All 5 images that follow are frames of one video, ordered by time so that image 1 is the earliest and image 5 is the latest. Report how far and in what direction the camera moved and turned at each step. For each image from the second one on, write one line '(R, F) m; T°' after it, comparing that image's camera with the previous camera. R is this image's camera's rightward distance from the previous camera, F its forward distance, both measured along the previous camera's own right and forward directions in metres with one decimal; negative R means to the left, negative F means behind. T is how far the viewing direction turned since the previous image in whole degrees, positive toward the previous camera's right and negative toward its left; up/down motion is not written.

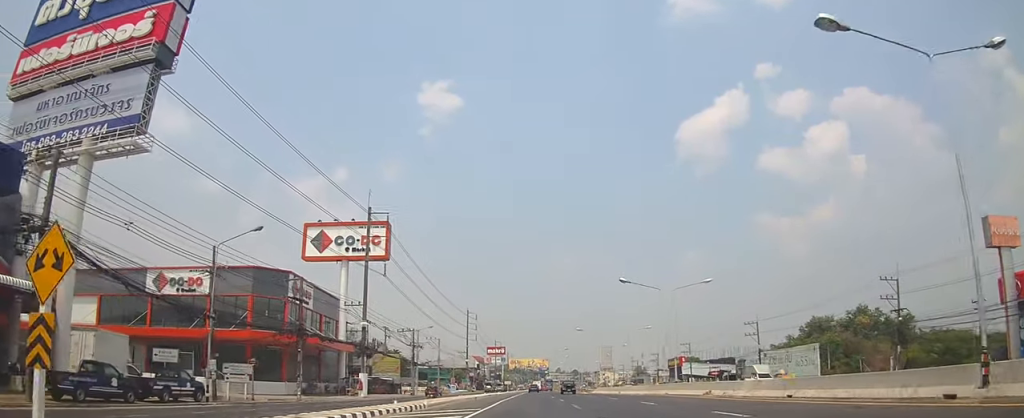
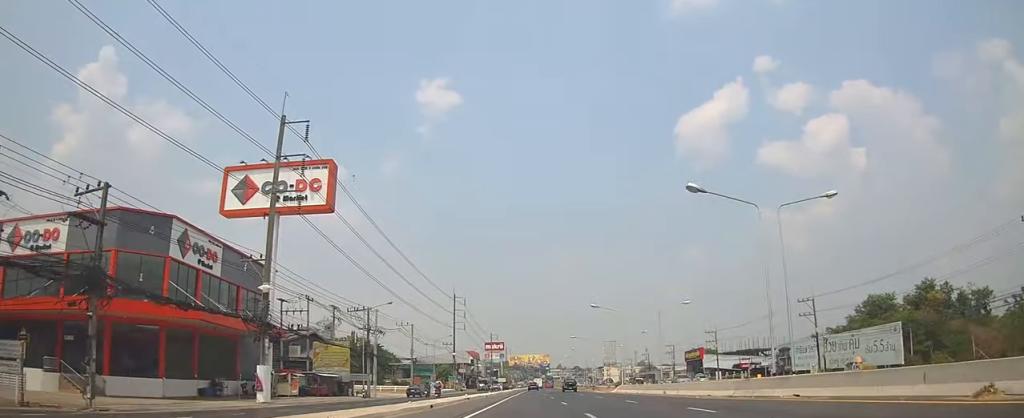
(0.0, +22.1) m; +2°
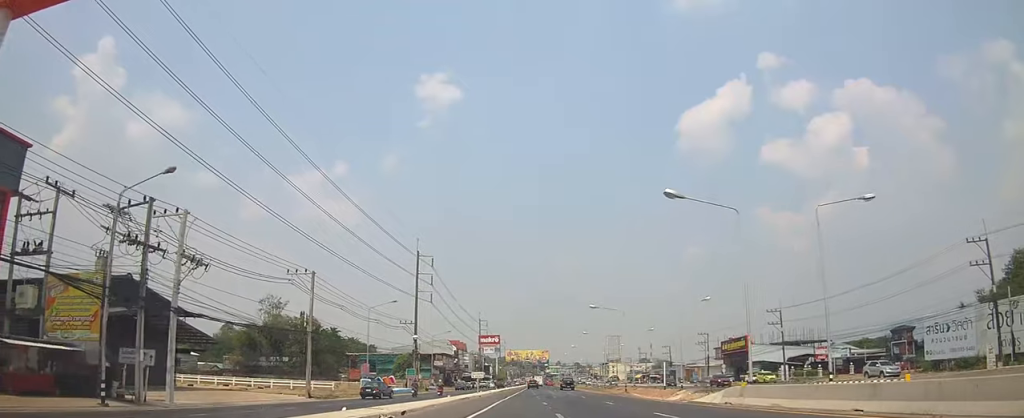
(+0.4, +36.5) m; -1°
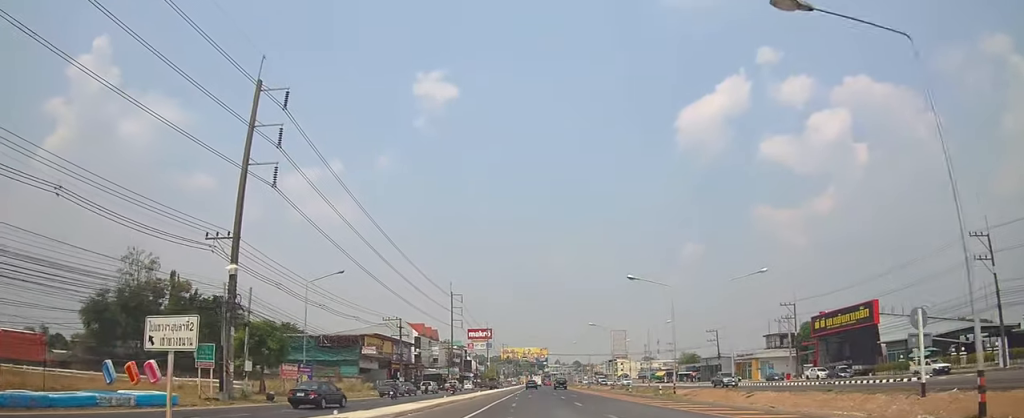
(-0.1, +49.6) m; +1°
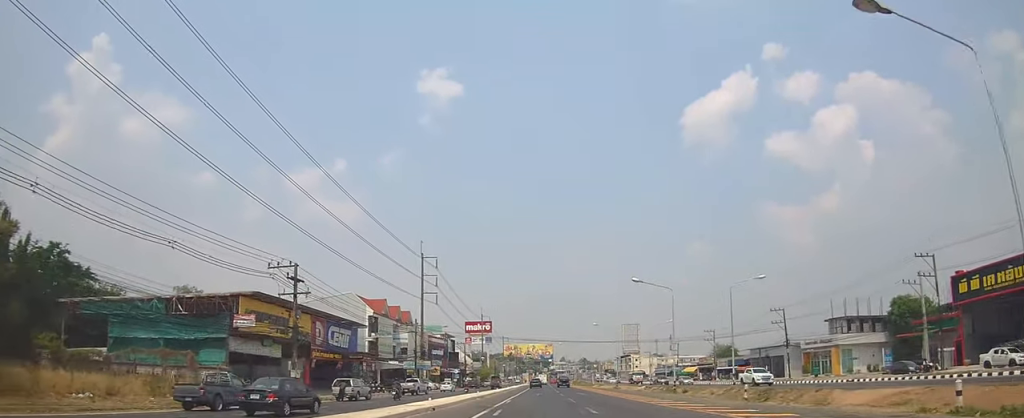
(+0.2, +33.4) m; +1°
